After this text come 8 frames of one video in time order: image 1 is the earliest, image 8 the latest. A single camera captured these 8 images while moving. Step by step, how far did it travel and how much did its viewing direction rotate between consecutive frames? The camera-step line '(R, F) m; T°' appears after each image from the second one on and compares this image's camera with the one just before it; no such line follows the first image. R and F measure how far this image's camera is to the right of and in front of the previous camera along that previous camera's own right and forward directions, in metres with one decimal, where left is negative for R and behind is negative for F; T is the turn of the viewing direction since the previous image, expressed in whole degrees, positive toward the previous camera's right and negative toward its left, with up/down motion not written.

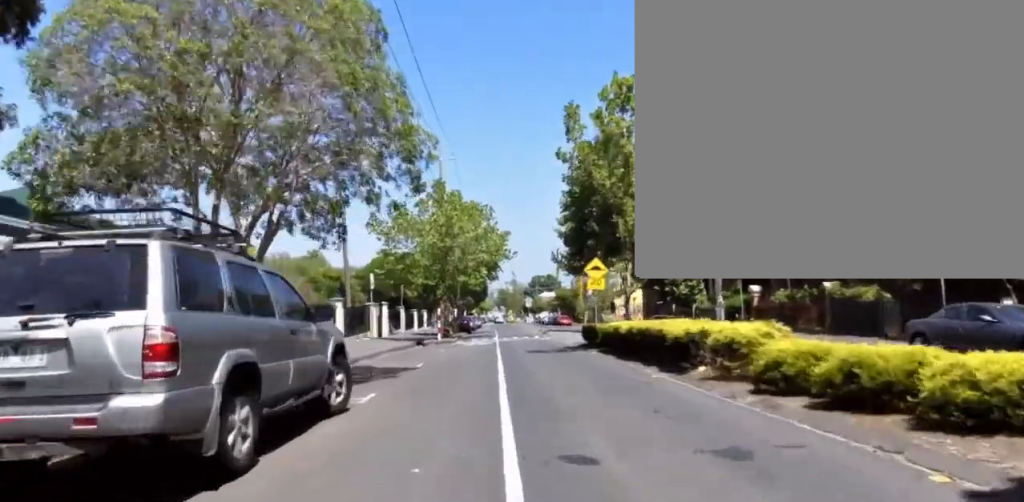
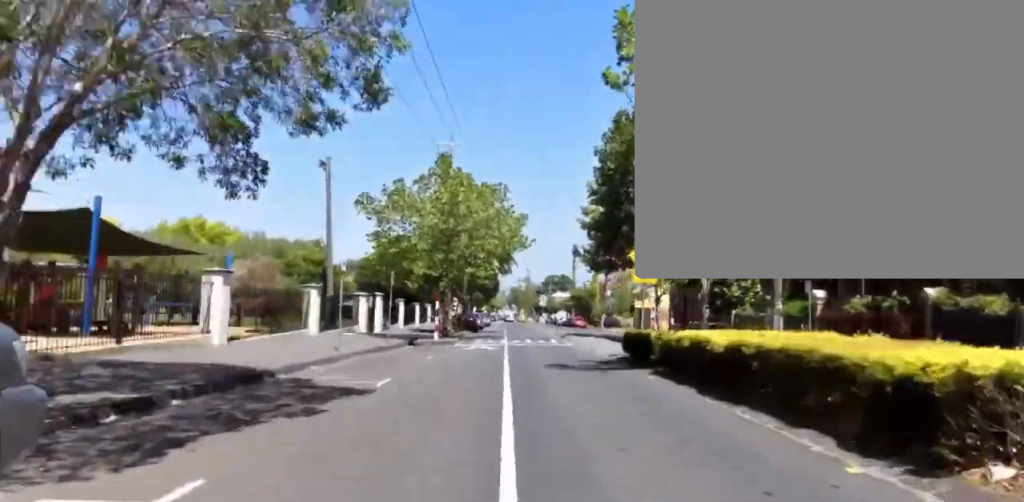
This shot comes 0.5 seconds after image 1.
(-0.5, +5.2) m; 0°
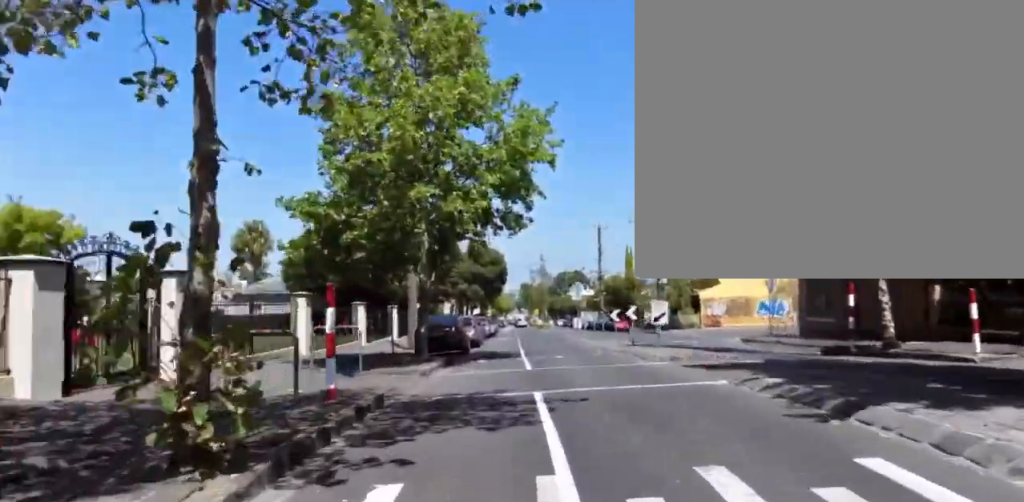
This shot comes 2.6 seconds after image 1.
(+1.3, +21.7) m; +5°
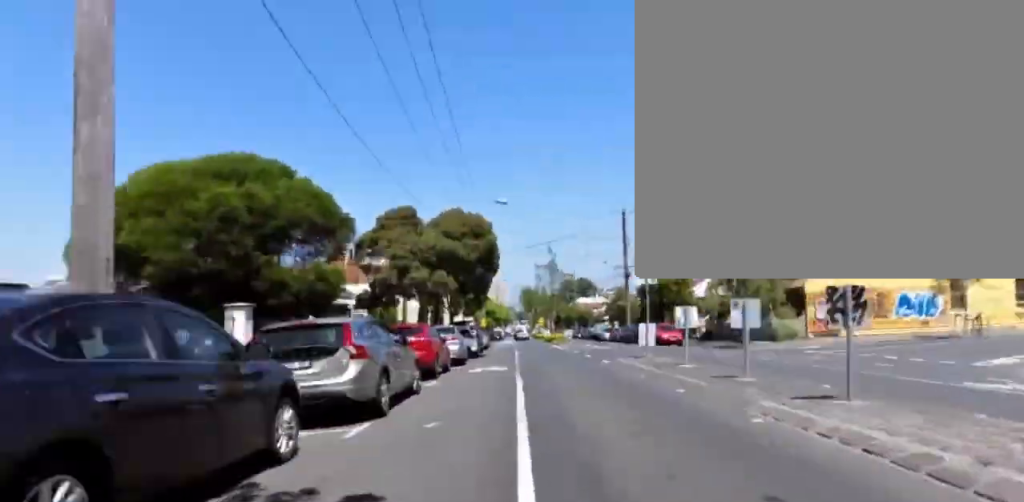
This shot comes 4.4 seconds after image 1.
(-0.8, +18.7) m; -5°
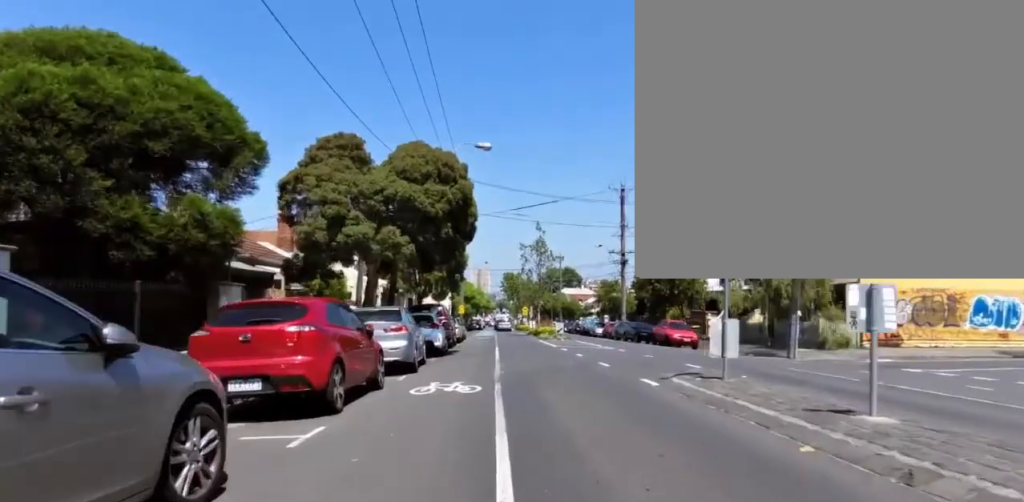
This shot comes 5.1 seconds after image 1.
(0.0, +7.0) m; -1°
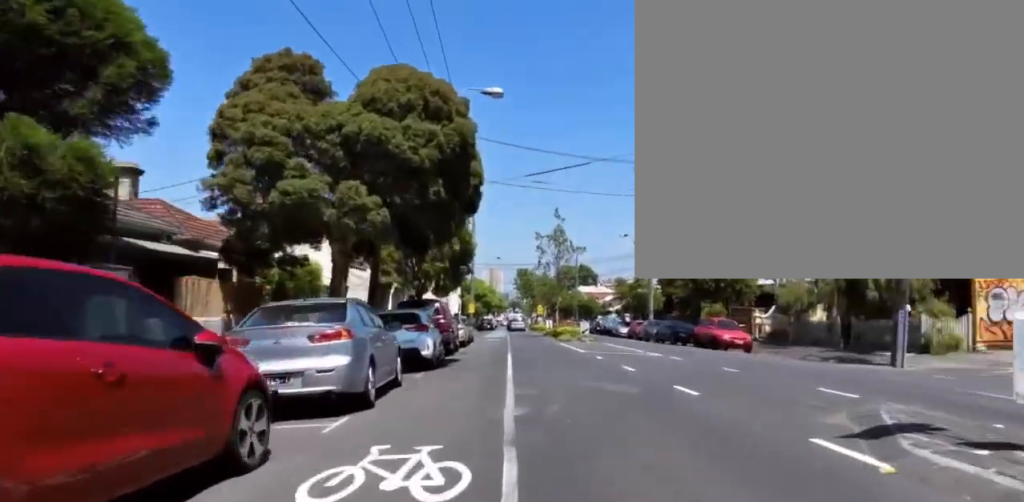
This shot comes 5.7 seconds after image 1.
(-0.3, +5.3) m; +1°
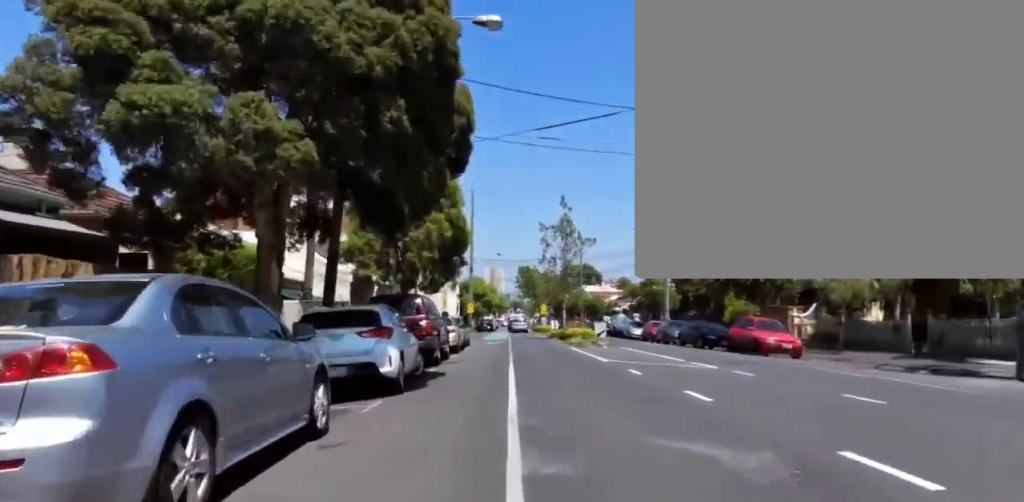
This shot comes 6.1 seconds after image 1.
(-0.1, +4.4) m; +1°
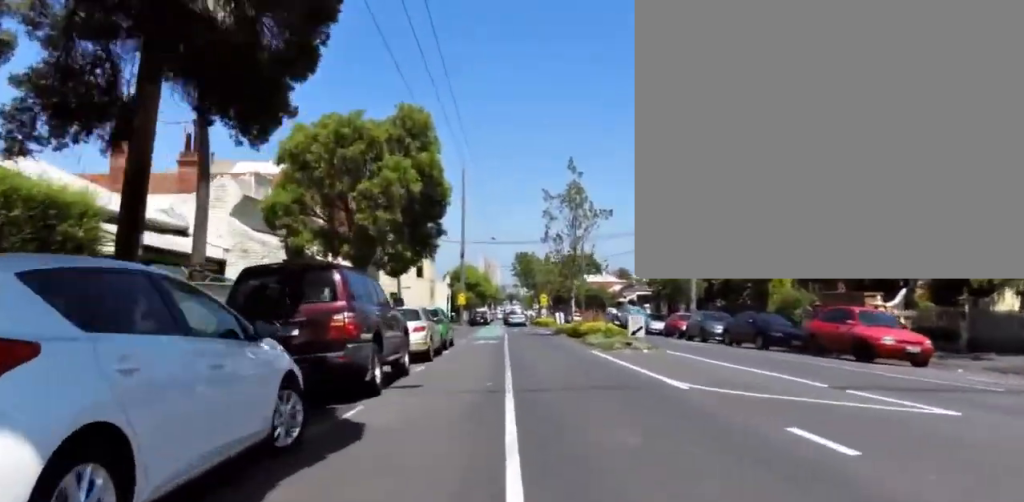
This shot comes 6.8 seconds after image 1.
(+0.6, +7.2) m; 0°
